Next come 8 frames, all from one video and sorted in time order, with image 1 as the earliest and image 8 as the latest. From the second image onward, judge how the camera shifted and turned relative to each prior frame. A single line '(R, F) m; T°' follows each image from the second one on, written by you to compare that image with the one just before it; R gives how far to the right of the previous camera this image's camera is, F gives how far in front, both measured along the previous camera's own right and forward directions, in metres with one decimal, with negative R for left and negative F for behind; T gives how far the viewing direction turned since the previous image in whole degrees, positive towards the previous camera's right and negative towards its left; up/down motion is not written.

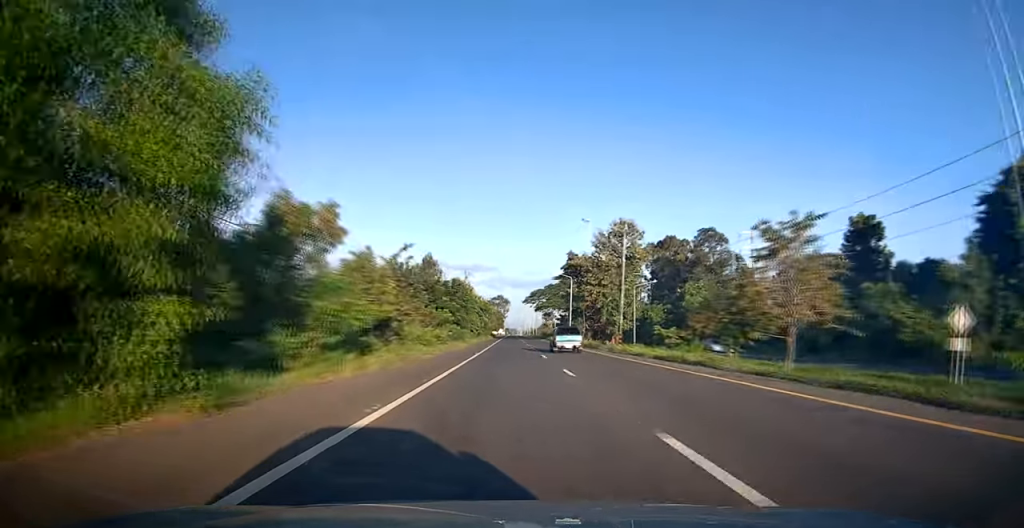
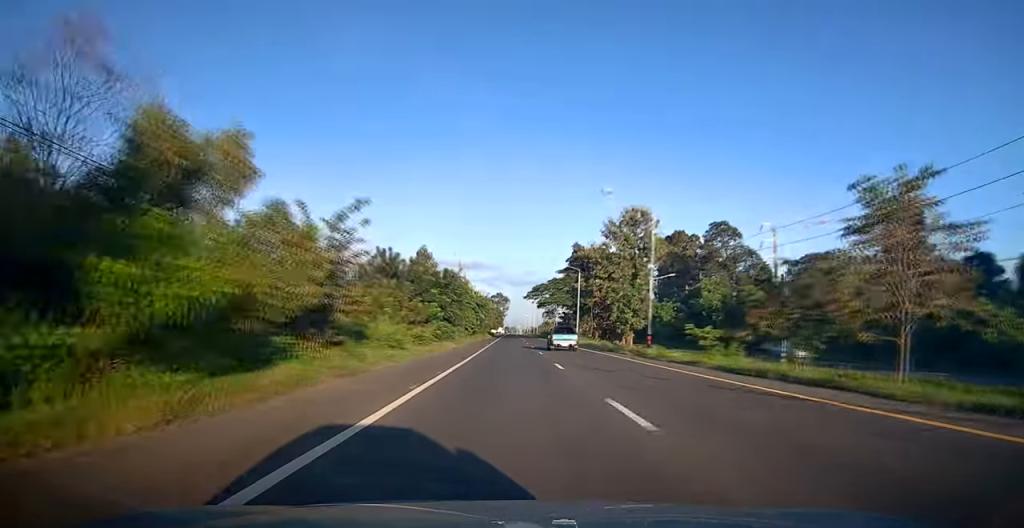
(+0.1, +8.5) m; 0°
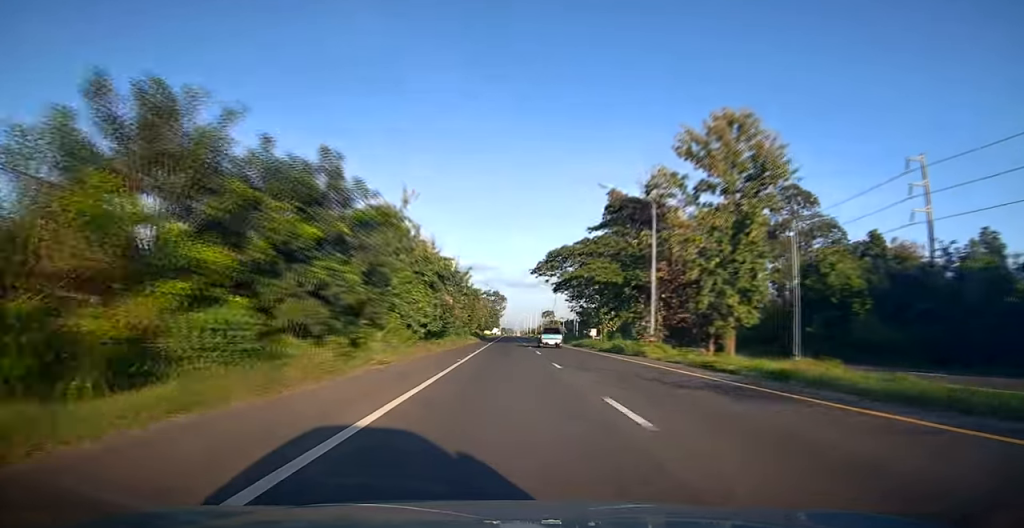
(+0.4, +35.8) m; +1°
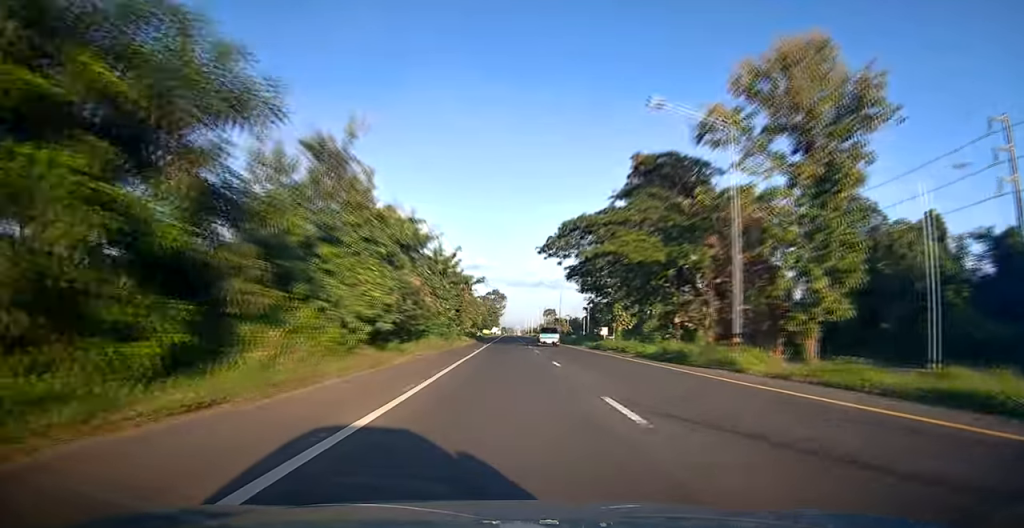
(+0.1, +11.8) m; 0°
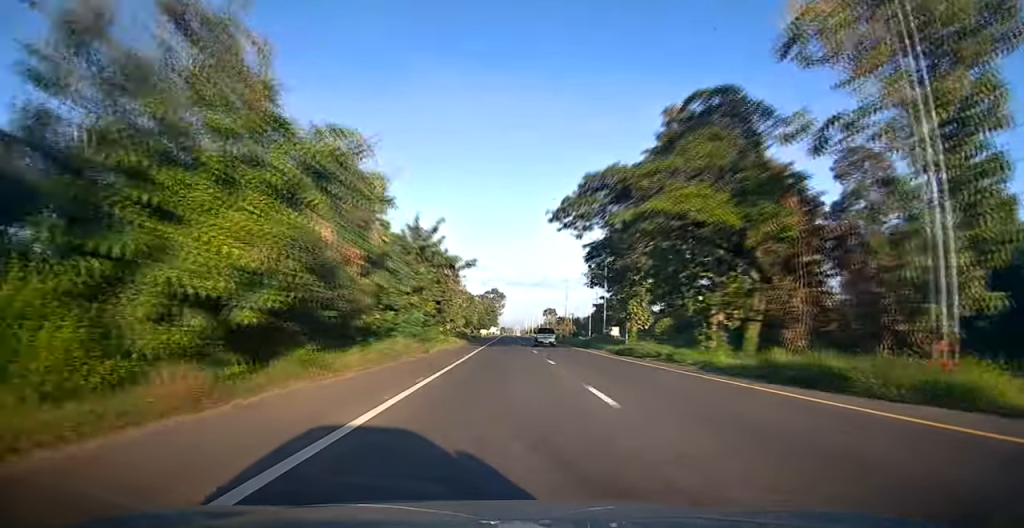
(-0.2, +10.3) m; -1°
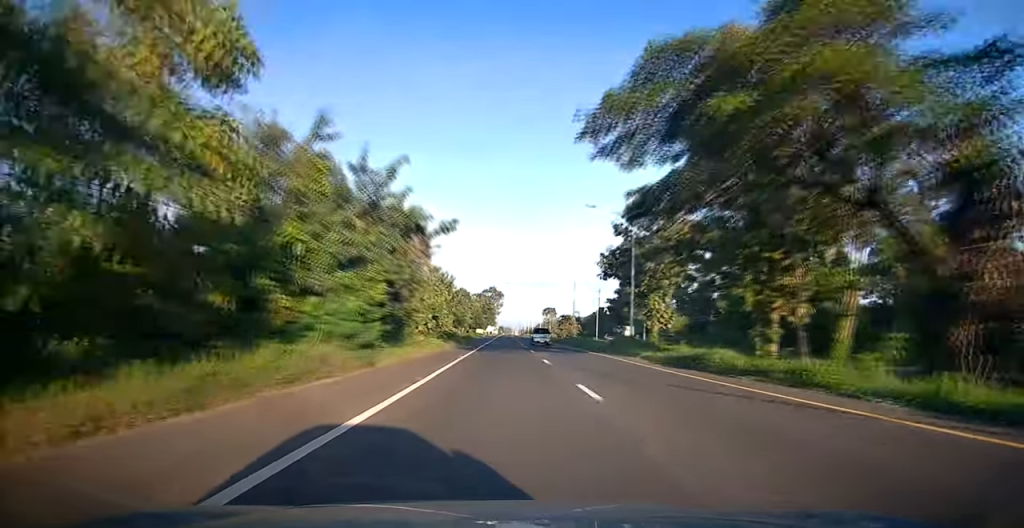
(-0.1, +11.1) m; 0°
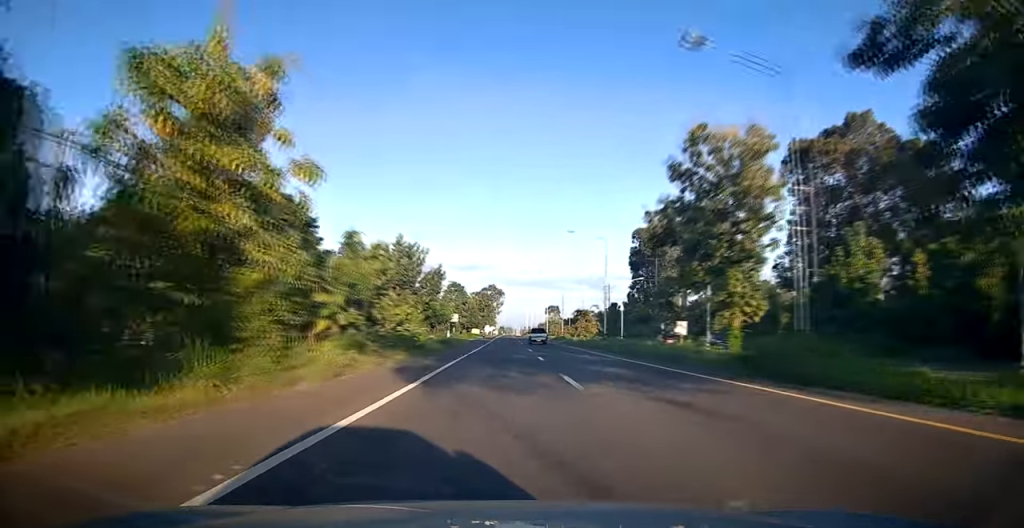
(+0.3, +22.2) m; +1°
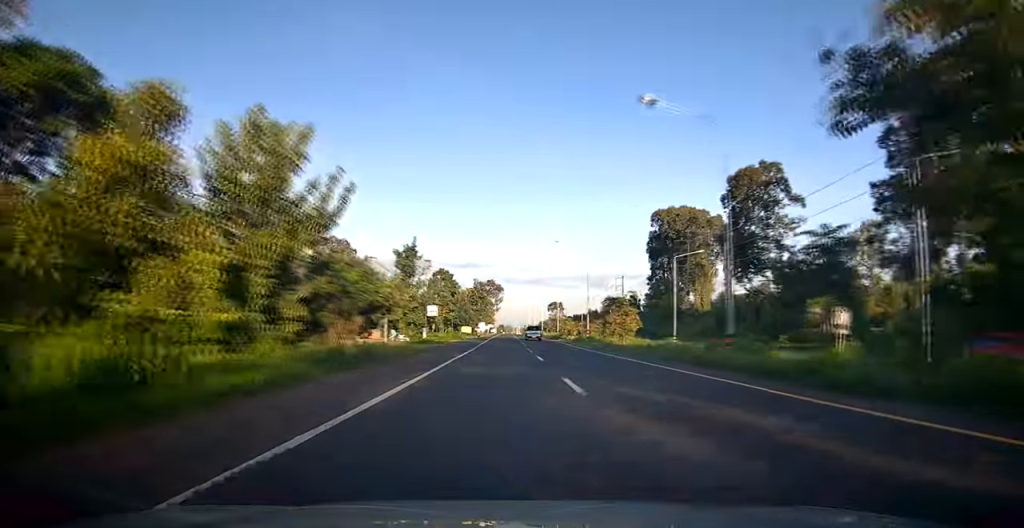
(-0.1, +25.7) m; 0°
